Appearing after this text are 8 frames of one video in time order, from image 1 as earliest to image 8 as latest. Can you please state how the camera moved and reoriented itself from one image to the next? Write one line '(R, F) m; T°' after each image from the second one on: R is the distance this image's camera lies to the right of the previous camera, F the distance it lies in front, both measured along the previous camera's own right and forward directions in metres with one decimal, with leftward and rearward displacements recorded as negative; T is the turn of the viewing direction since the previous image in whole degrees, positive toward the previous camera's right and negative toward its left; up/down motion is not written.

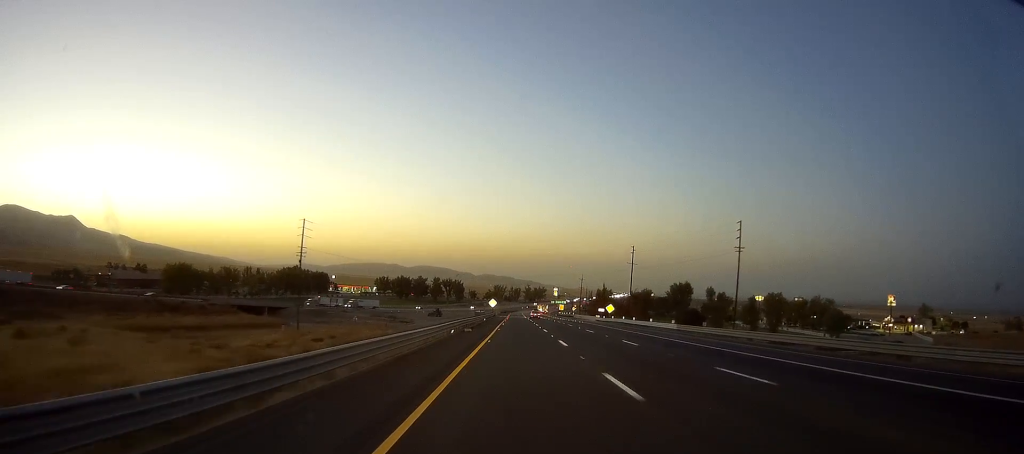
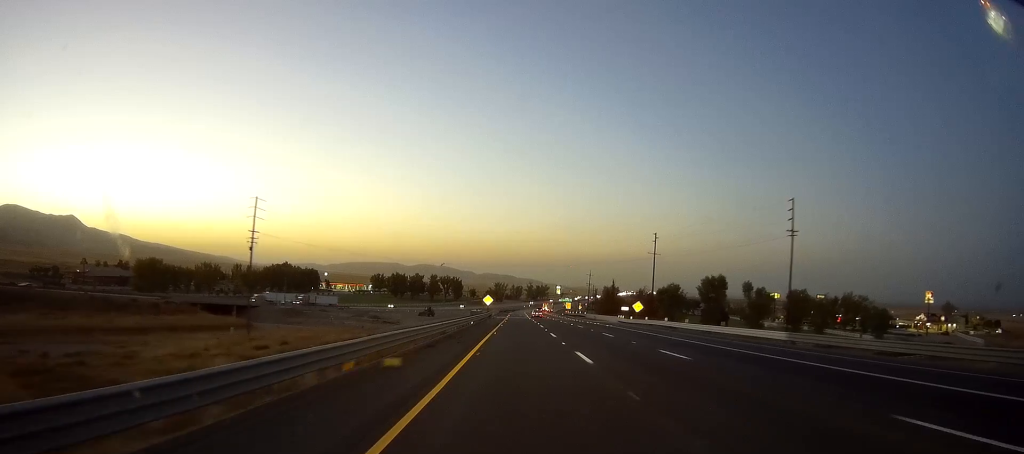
(+0.1, +23.1) m; -1°
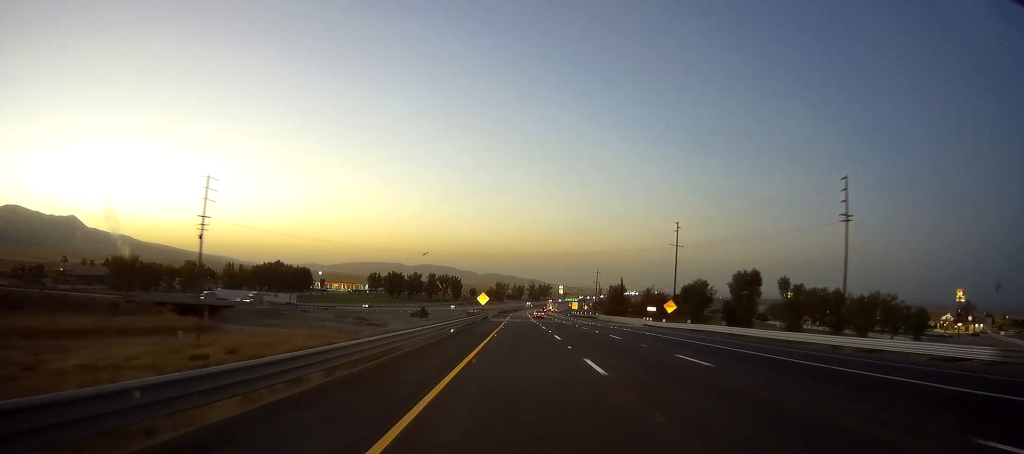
(-0.3, +16.8) m; 0°
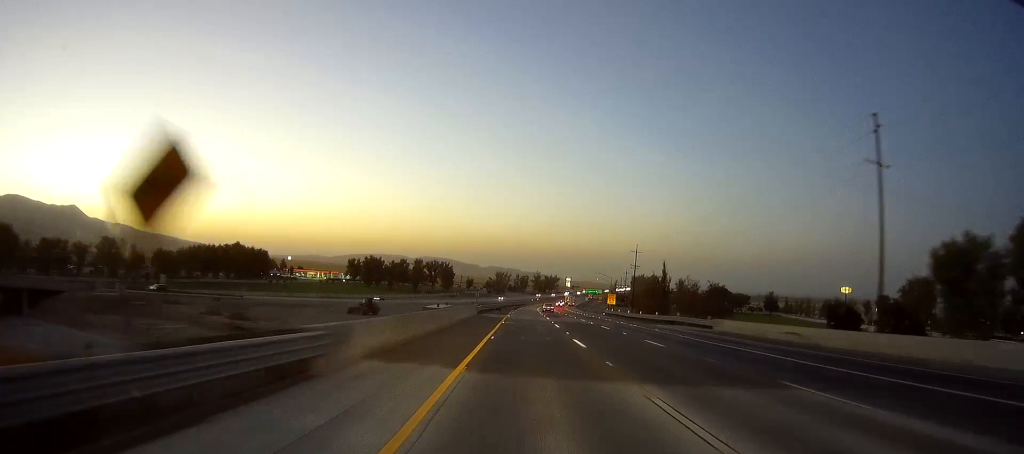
(+0.8, +66.1) m; +1°
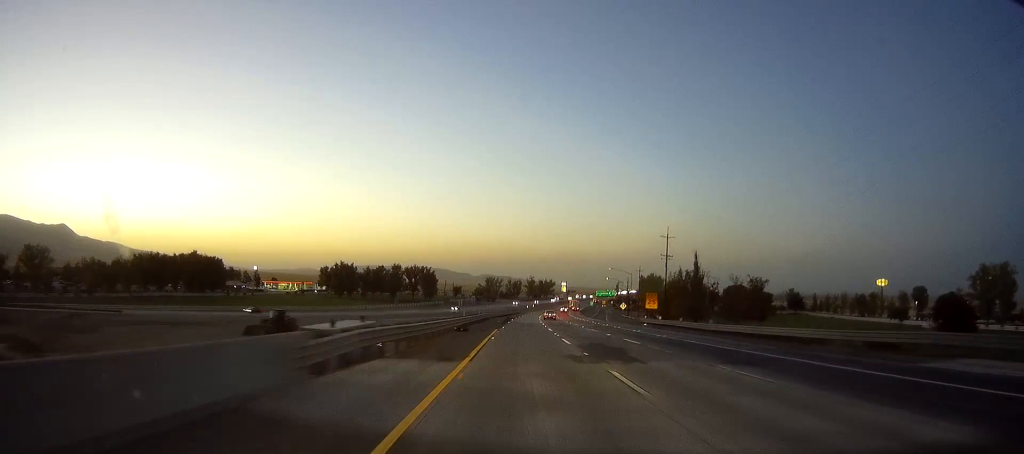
(0.0, +39.9) m; 0°
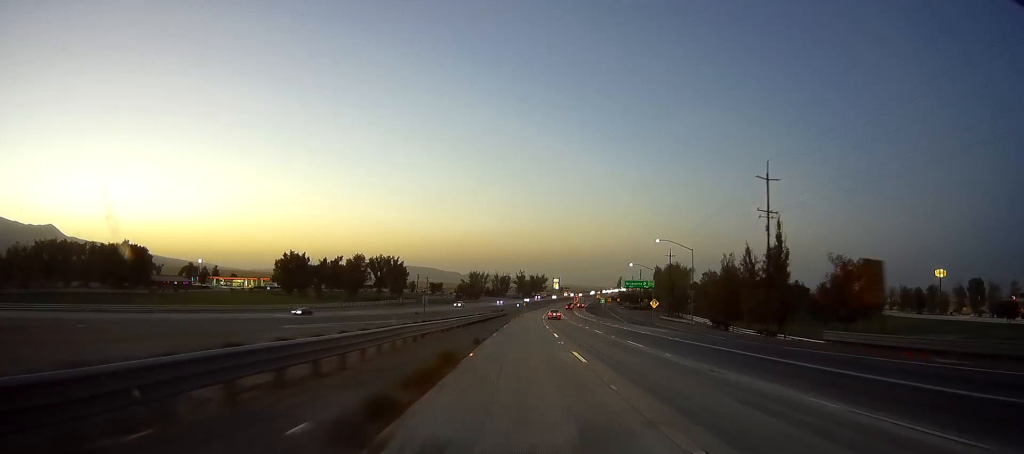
(+0.2, +51.3) m; +1°
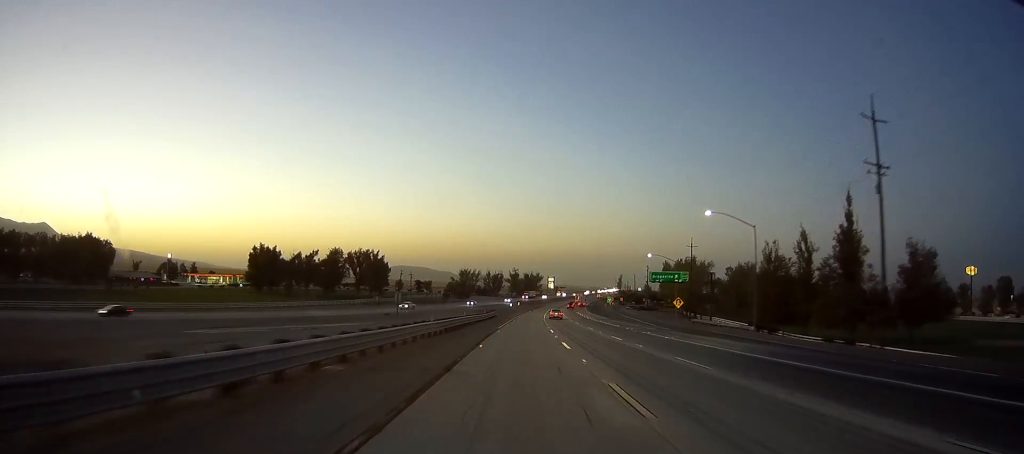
(+0.2, +23.1) m; +1°
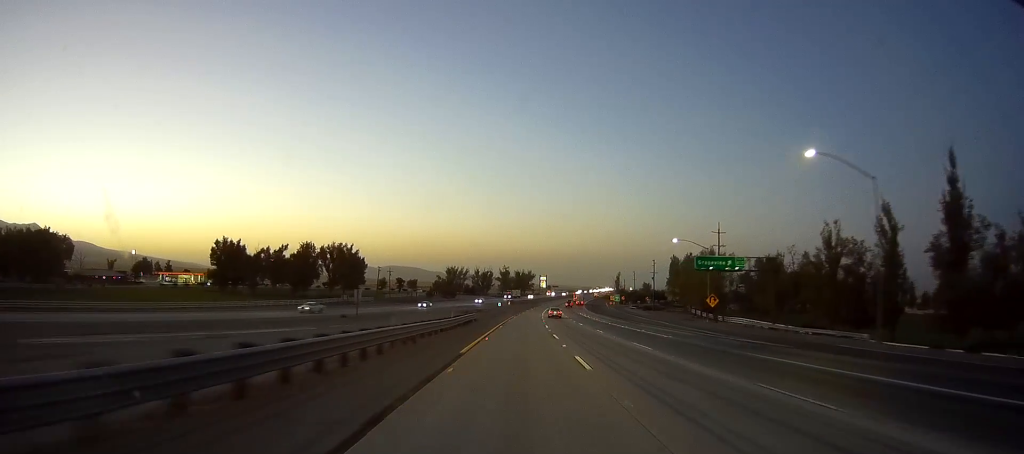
(+0.3, +22.1) m; +1°
